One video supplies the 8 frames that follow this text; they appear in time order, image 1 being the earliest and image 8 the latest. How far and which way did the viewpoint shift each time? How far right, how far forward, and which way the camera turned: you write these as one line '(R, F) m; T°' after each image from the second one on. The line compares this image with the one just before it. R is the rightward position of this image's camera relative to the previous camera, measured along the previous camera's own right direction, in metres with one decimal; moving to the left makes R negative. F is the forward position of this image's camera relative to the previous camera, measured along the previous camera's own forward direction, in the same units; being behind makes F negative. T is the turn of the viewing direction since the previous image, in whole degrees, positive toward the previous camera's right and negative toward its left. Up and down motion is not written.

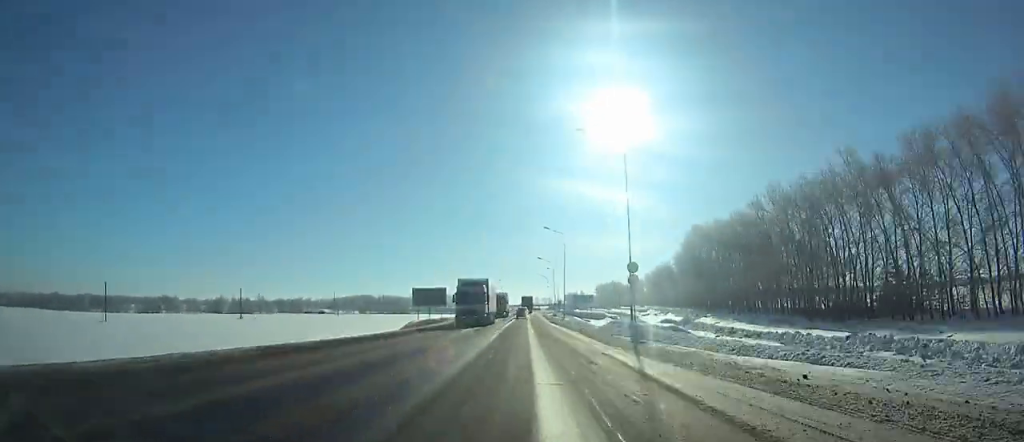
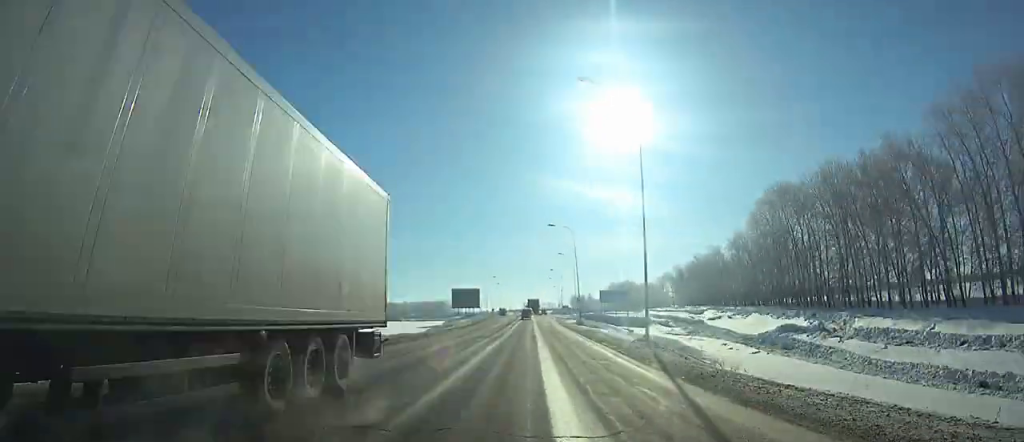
(+0.1, +48.0) m; 0°
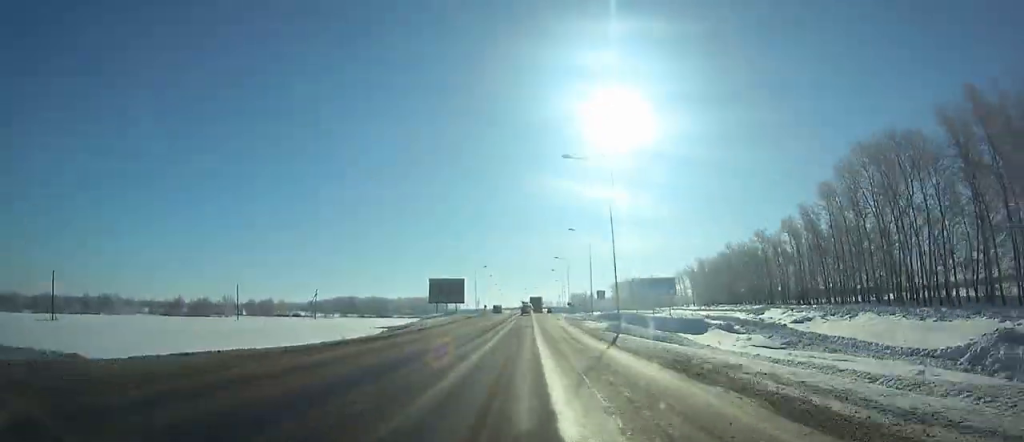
(0.0, +28.6) m; 0°
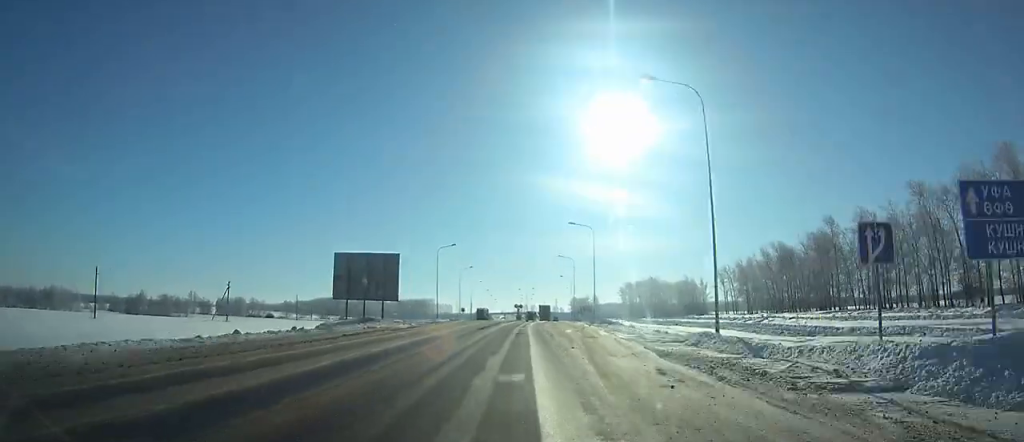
(0.0, +50.9) m; +1°
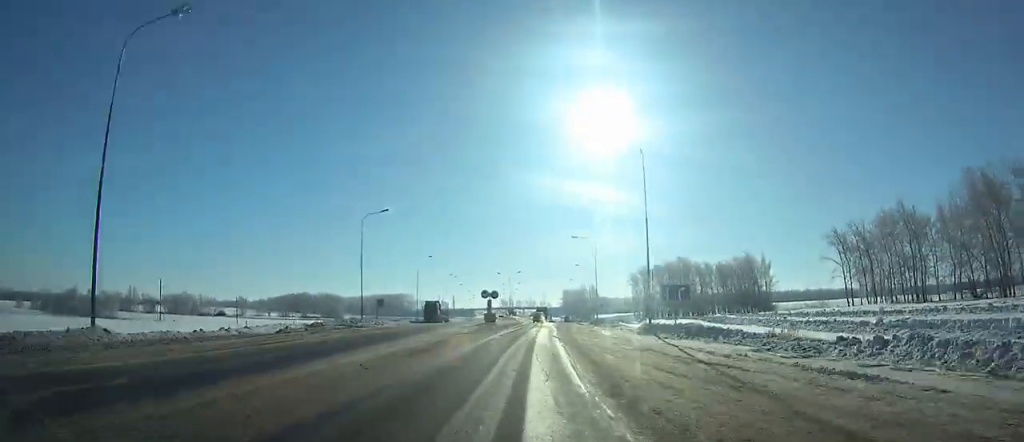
(+0.8, +66.2) m; +1°
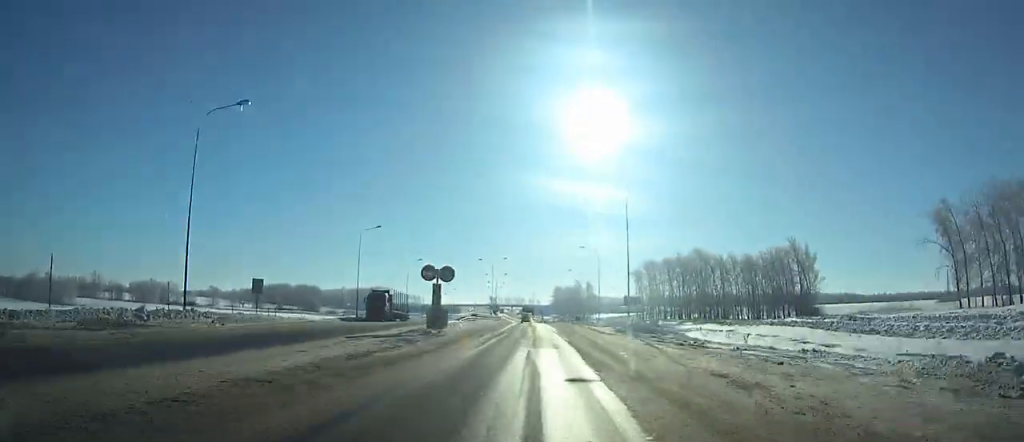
(0.0, +30.8) m; +1°
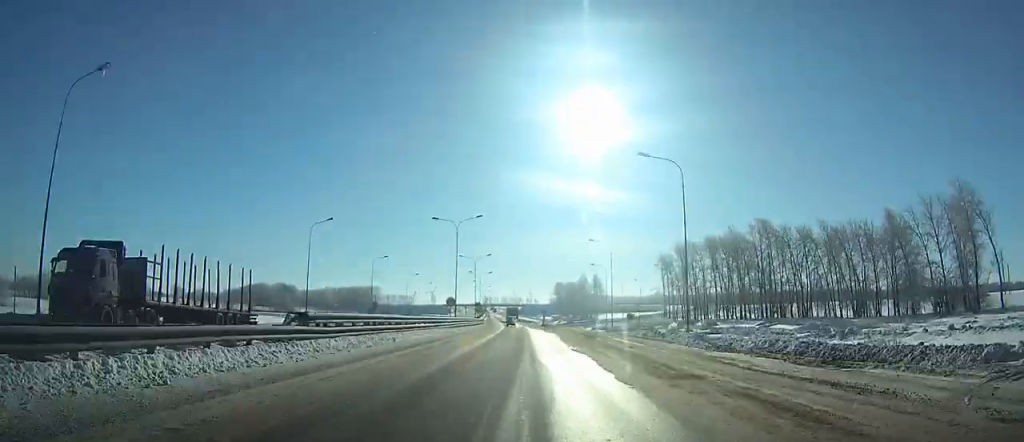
(+0.3, +49.0) m; +1°
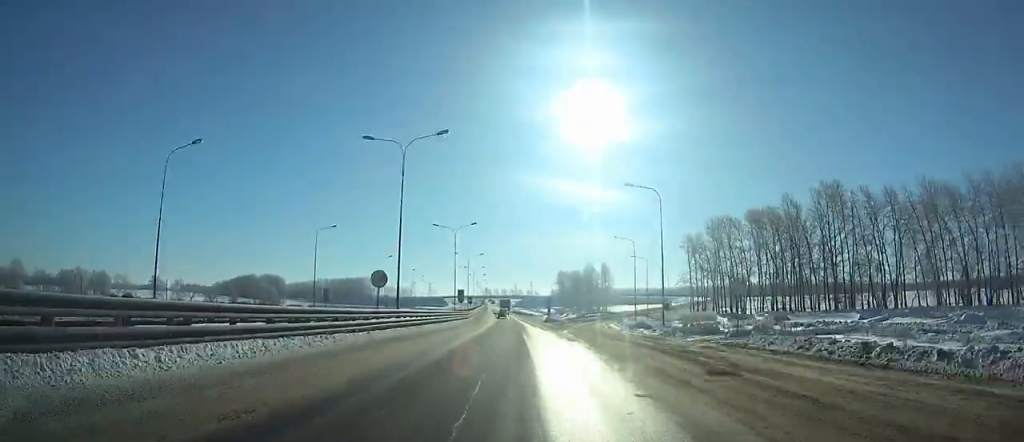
(+0.5, +25.9) m; 0°
